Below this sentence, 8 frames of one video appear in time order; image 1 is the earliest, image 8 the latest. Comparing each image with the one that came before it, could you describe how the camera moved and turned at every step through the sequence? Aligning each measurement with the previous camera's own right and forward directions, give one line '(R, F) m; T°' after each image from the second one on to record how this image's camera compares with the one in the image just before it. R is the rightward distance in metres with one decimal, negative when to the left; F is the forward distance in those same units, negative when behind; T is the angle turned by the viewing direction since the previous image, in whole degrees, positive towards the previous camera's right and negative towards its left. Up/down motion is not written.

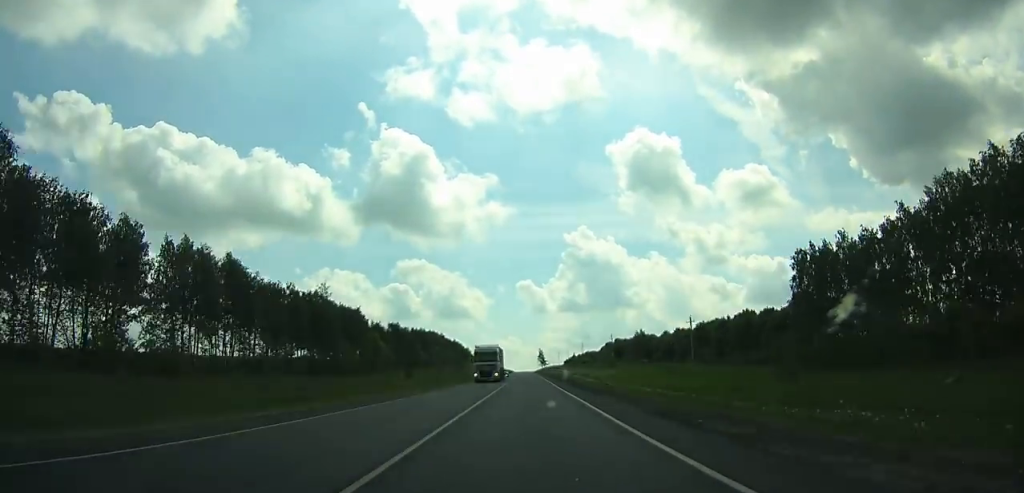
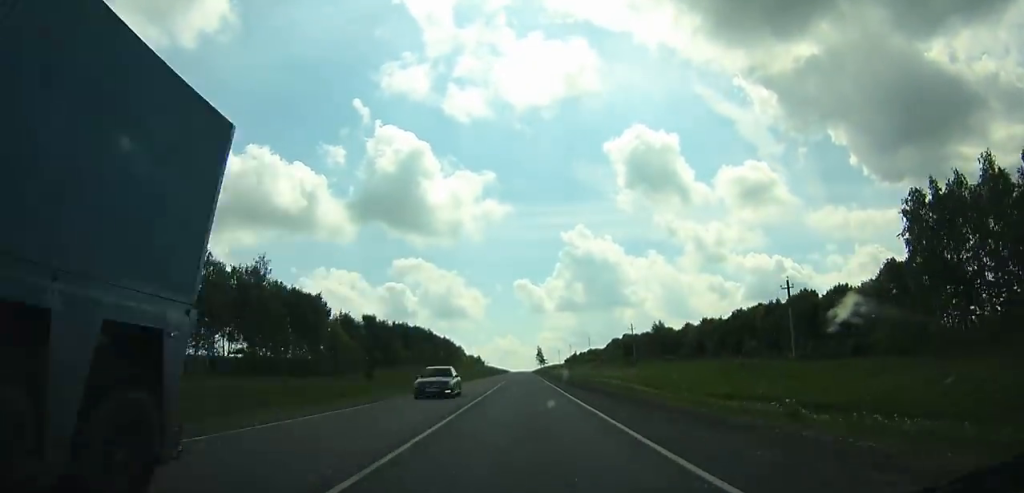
(0.0, +33.0) m; 0°
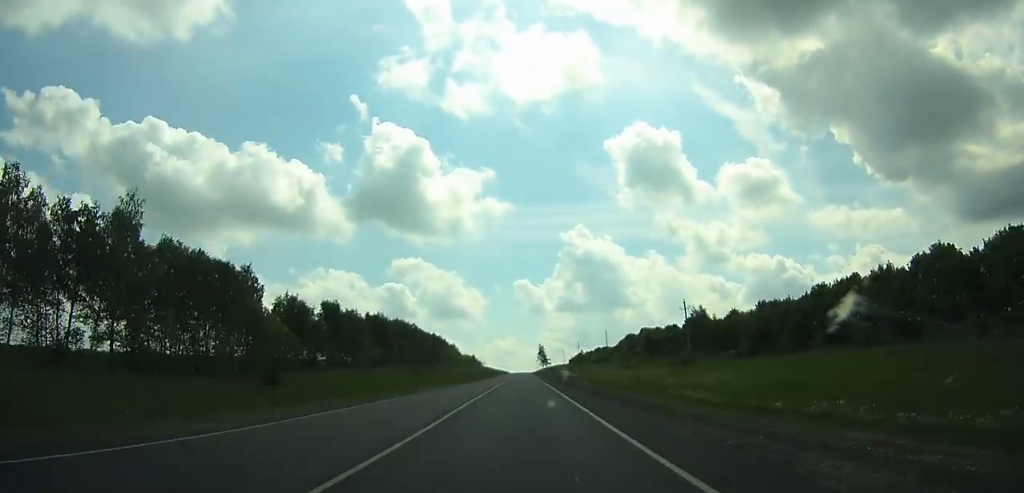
(0.0, +40.2) m; 0°
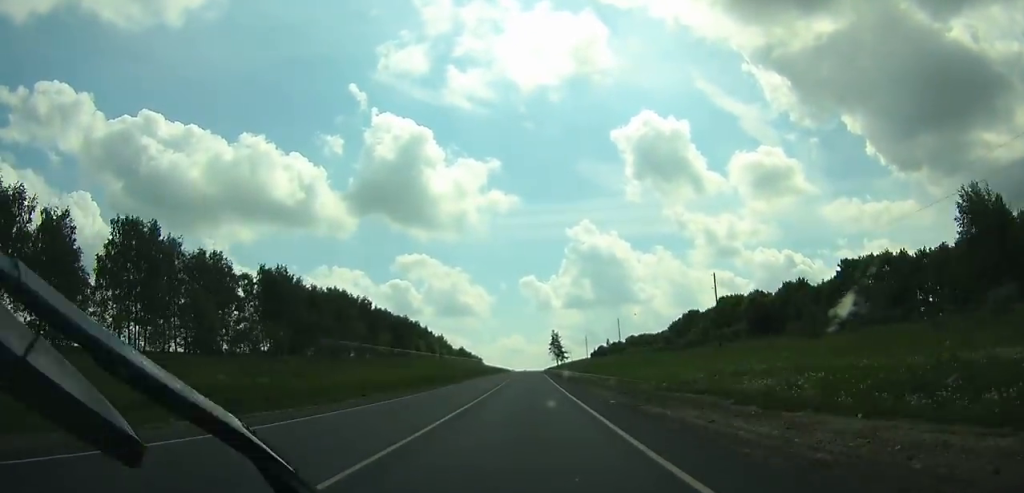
(-0.1, +82.6) m; 0°
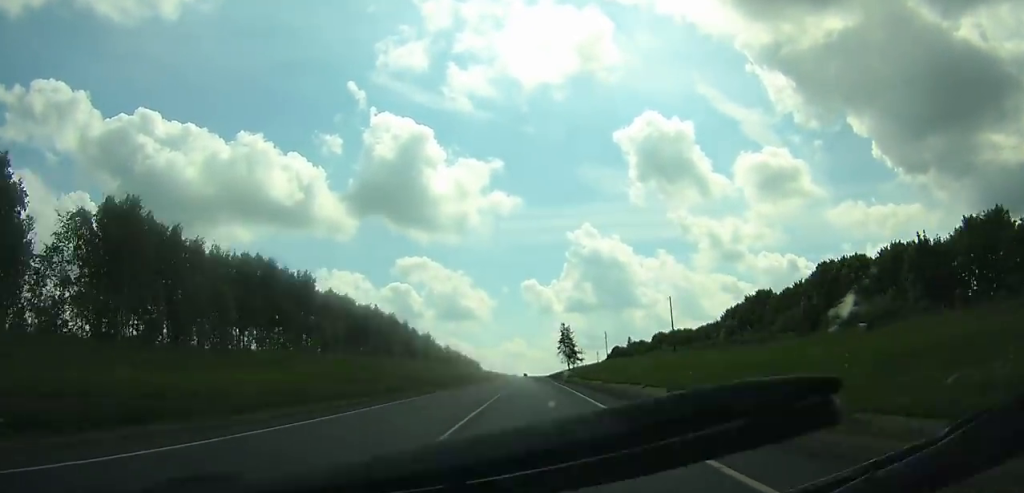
(-0.1, +44.6) m; 0°
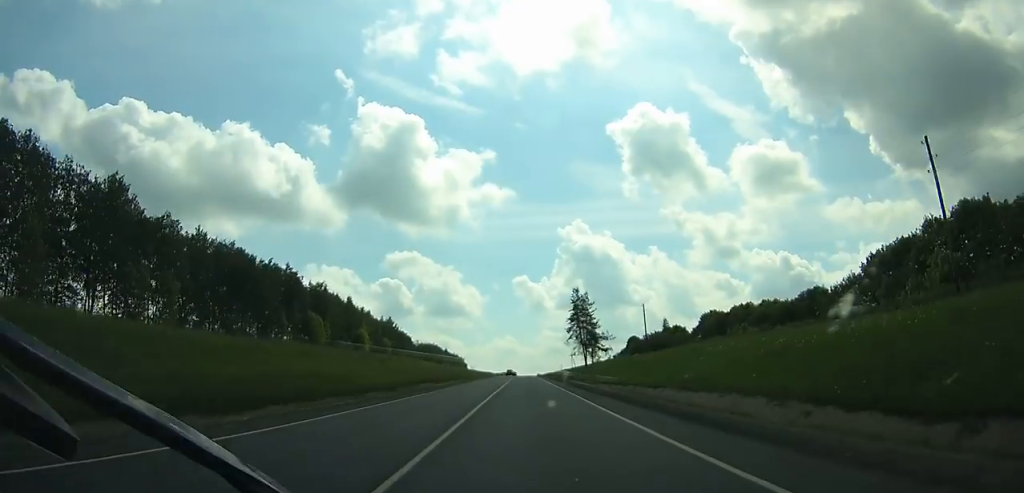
(0.0, +60.1) m; 0°
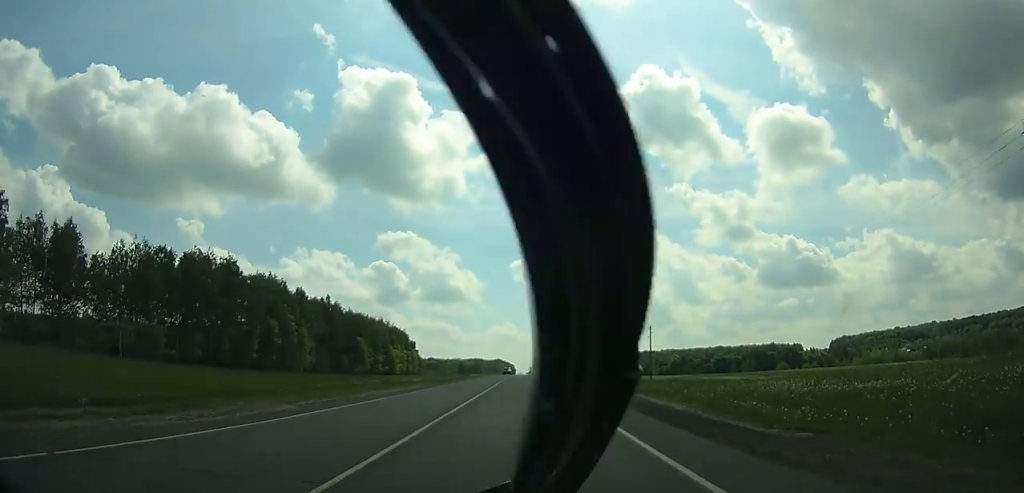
(+1.2, +226.8) m; 0°
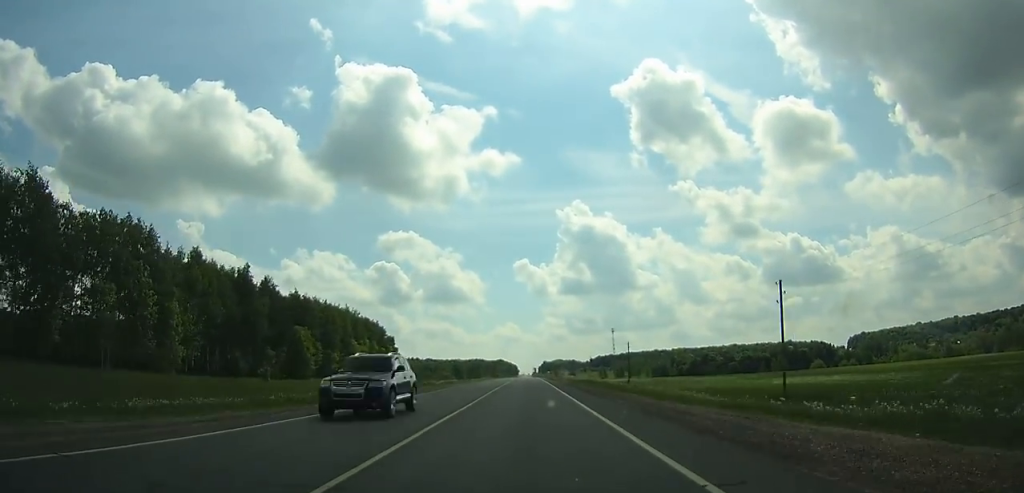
(0.0, +47.9) m; 0°
